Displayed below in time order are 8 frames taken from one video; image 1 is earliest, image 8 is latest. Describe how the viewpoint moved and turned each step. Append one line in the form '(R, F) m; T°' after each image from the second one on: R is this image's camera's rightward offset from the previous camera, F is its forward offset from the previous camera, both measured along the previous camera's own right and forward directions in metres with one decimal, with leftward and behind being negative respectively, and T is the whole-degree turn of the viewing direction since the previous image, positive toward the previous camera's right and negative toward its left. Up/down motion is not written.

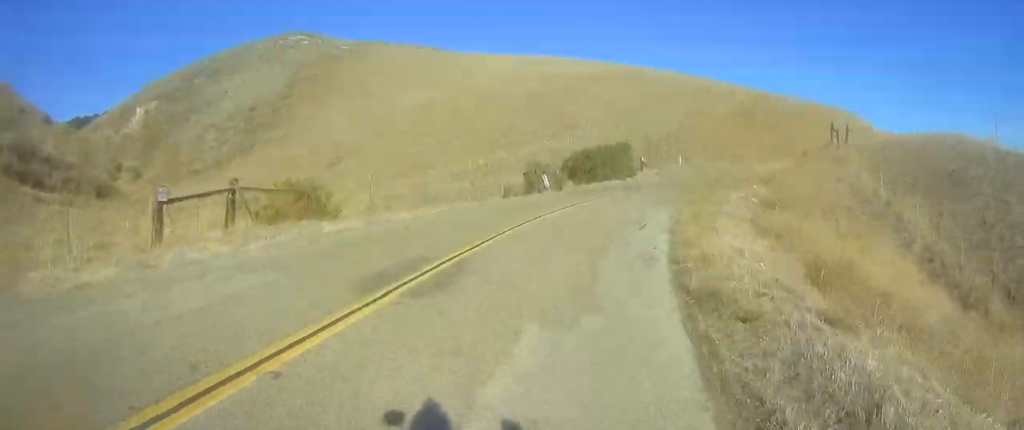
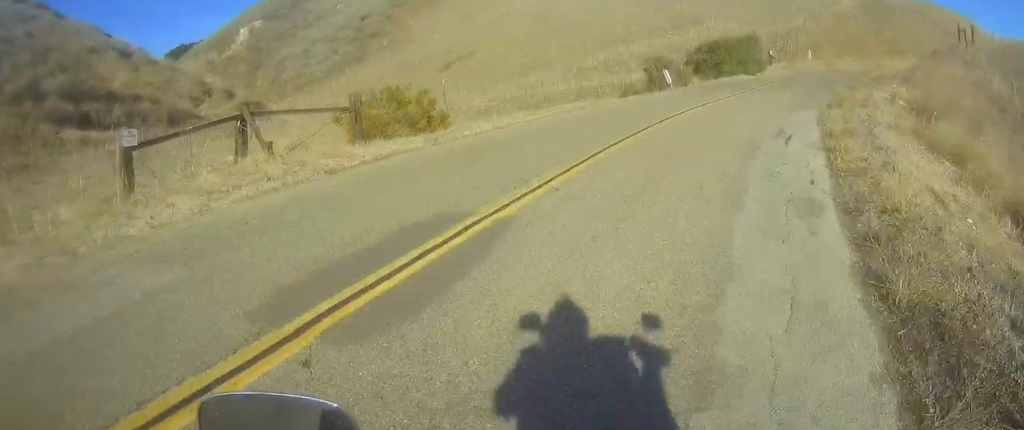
(0.0, +4.0) m; 0°
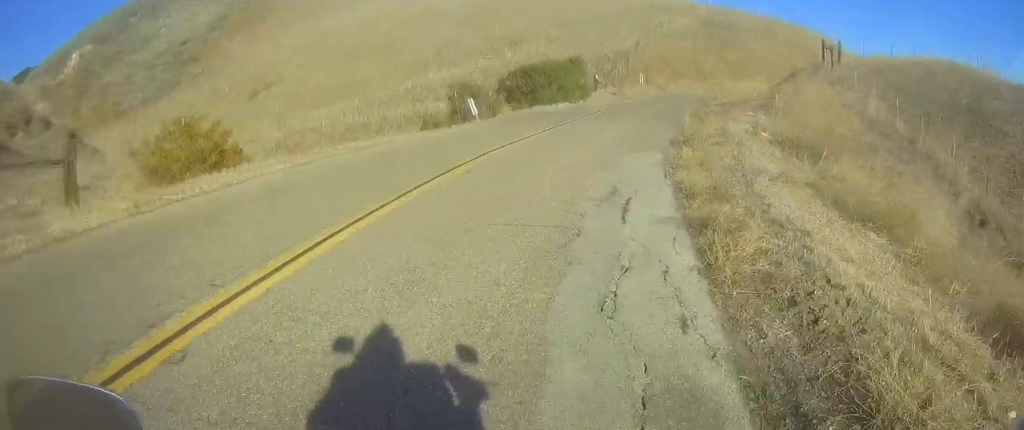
(0.0, +3.7) m; 0°
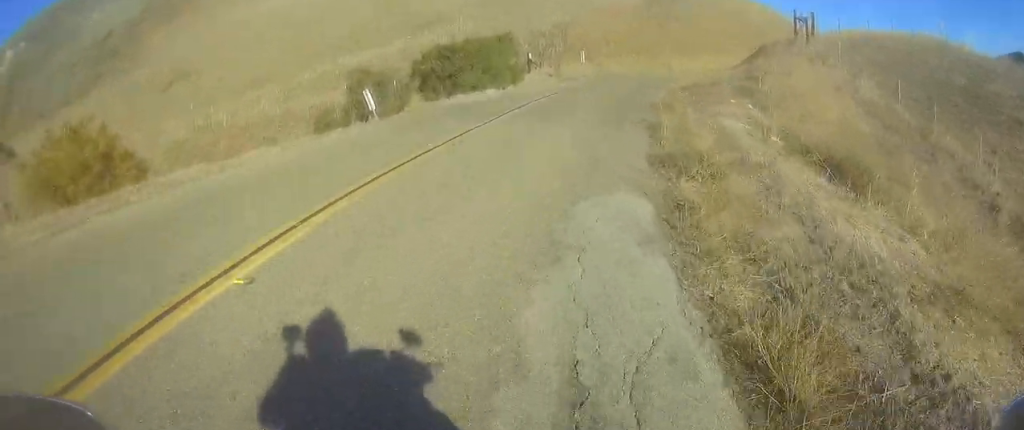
(0.0, +6.0) m; +3°
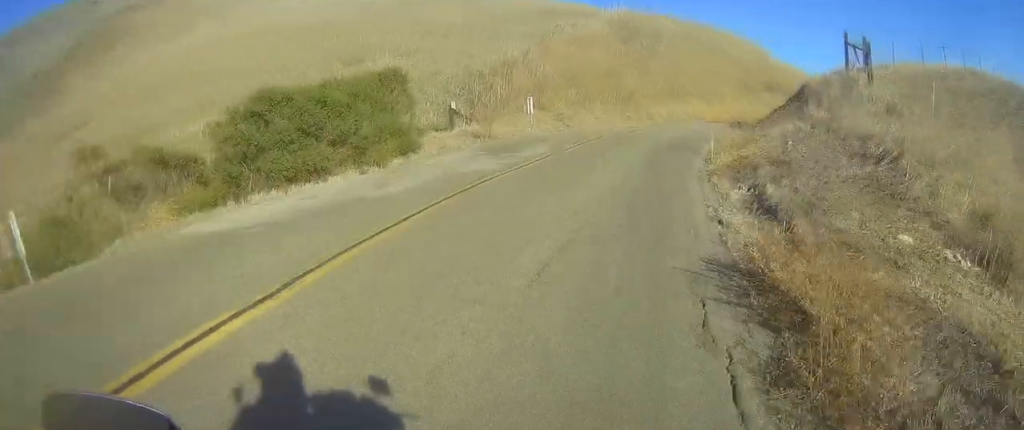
(+0.7, +13.5) m; +3°
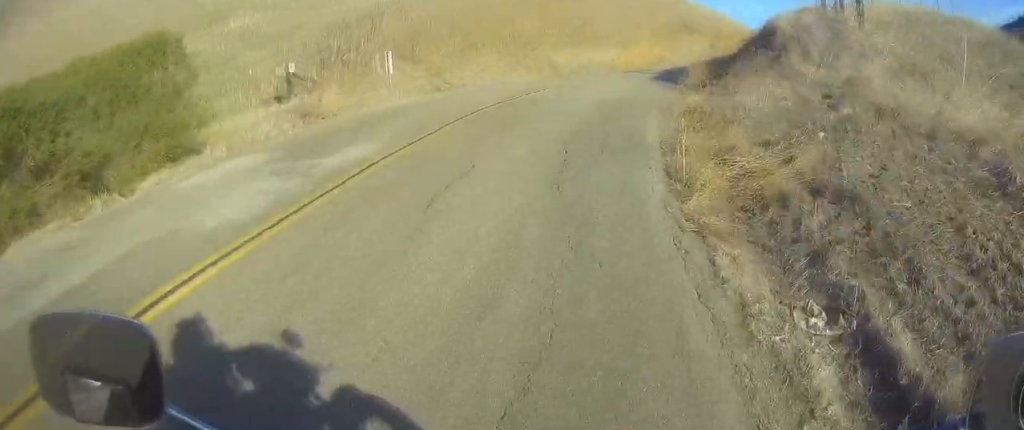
(0.0, +7.3) m; +4°
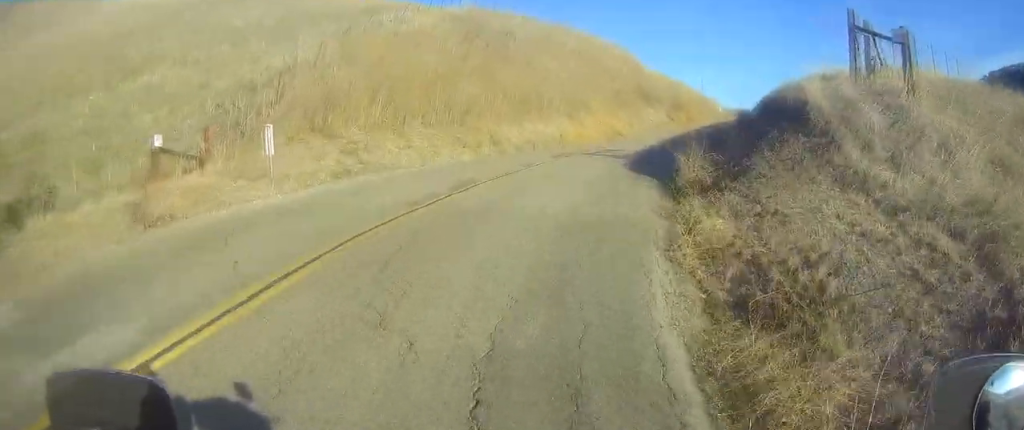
(+0.4, +5.4) m; +6°
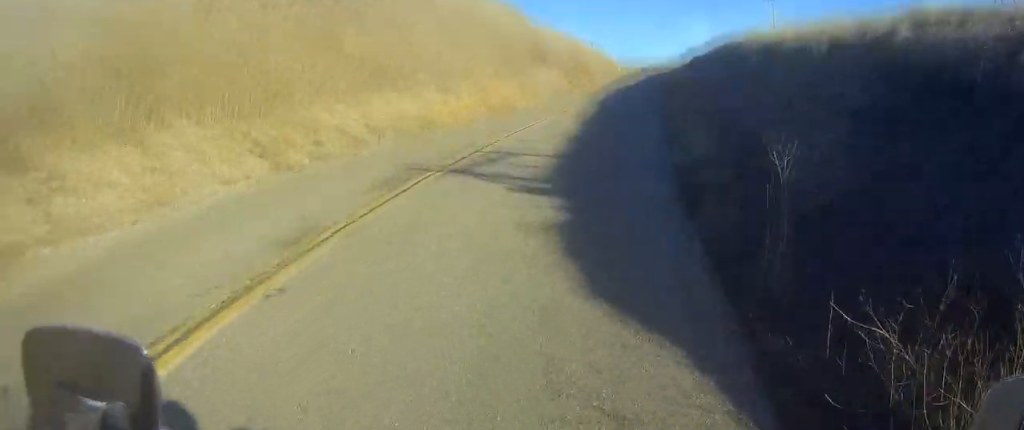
(+1.0, +10.9) m; +9°
